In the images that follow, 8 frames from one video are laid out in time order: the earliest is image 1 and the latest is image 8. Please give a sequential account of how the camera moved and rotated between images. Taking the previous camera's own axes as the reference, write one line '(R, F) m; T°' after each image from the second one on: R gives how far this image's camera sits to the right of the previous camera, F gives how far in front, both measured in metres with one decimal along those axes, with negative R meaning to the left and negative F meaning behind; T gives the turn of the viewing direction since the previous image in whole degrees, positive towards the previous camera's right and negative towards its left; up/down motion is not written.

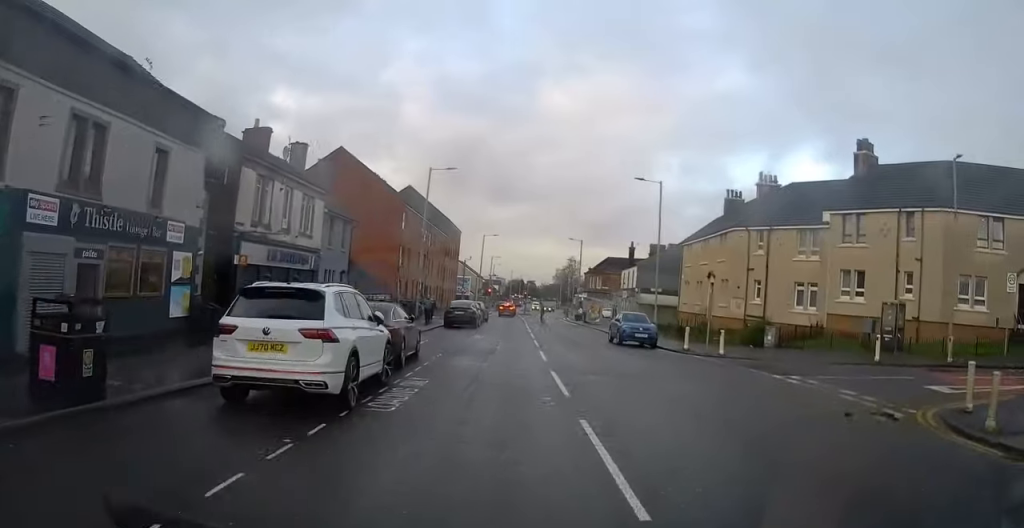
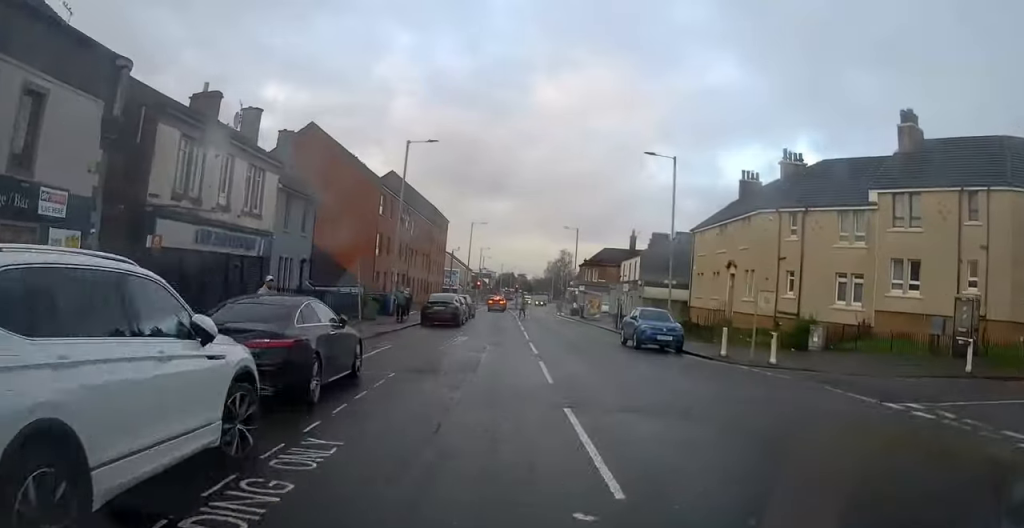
(+0.1, +6.1) m; +1°
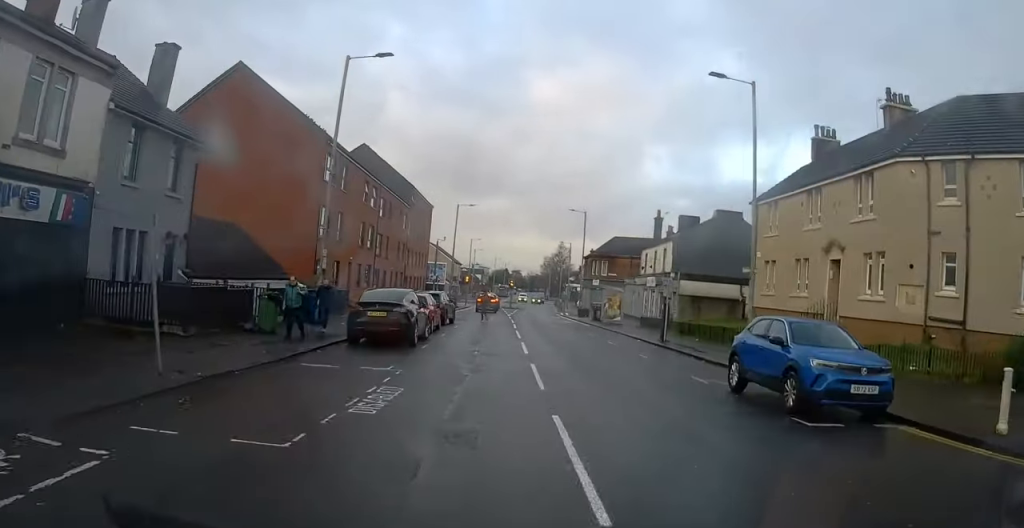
(0.0, +13.8) m; -2°
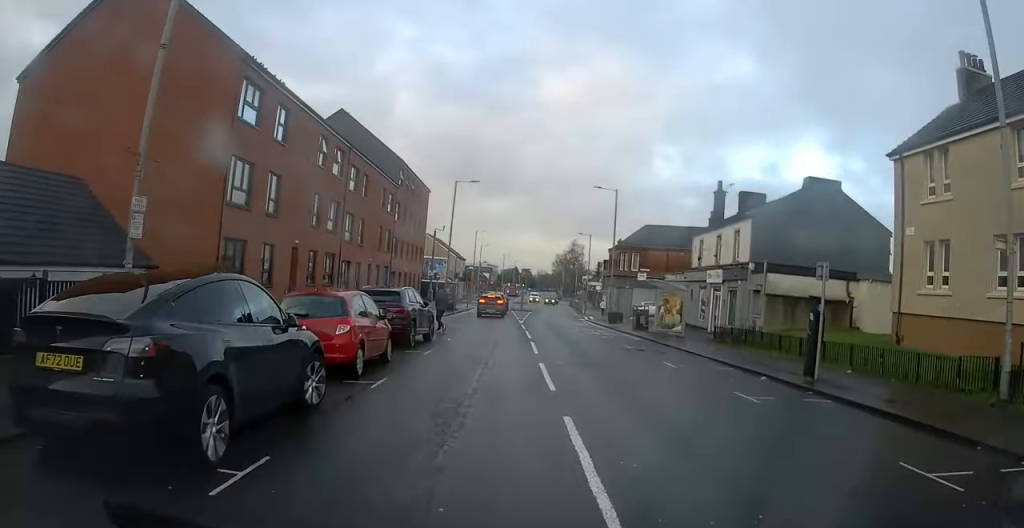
(-0.3, +13.8) m; +2°
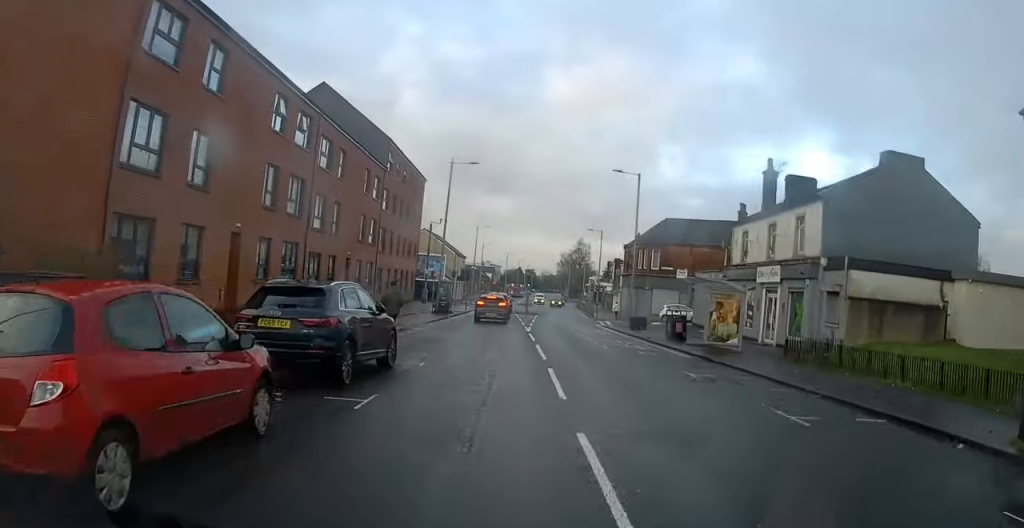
(+0.7, +7.7) m; +2°
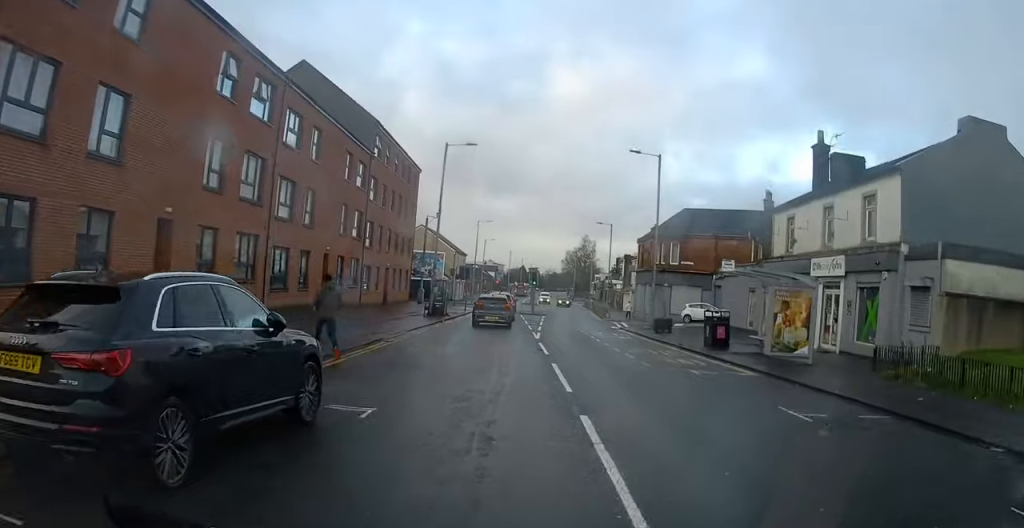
(-0.2, +5.6) m; -2°
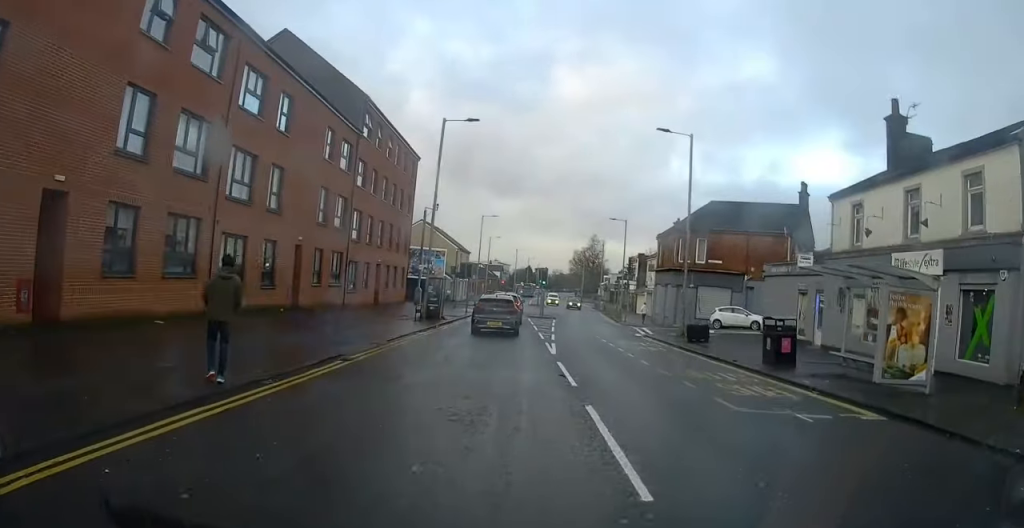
(-0.1, +5.6) m; -1°
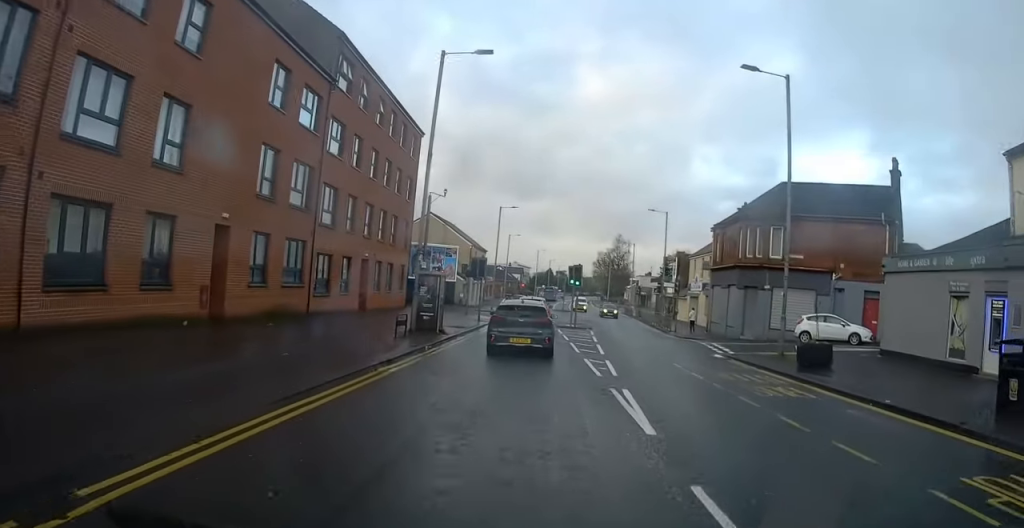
(0.0, +9.9) m; -2°
